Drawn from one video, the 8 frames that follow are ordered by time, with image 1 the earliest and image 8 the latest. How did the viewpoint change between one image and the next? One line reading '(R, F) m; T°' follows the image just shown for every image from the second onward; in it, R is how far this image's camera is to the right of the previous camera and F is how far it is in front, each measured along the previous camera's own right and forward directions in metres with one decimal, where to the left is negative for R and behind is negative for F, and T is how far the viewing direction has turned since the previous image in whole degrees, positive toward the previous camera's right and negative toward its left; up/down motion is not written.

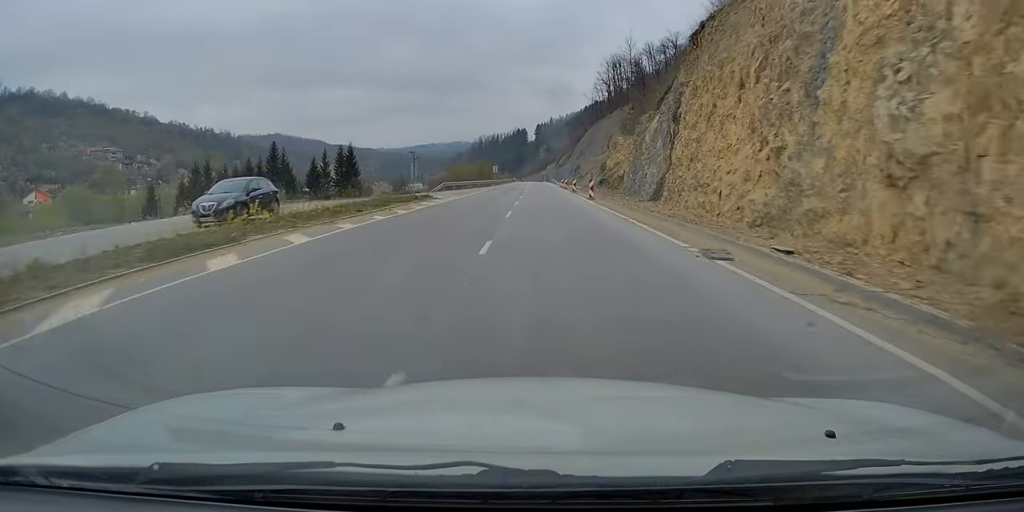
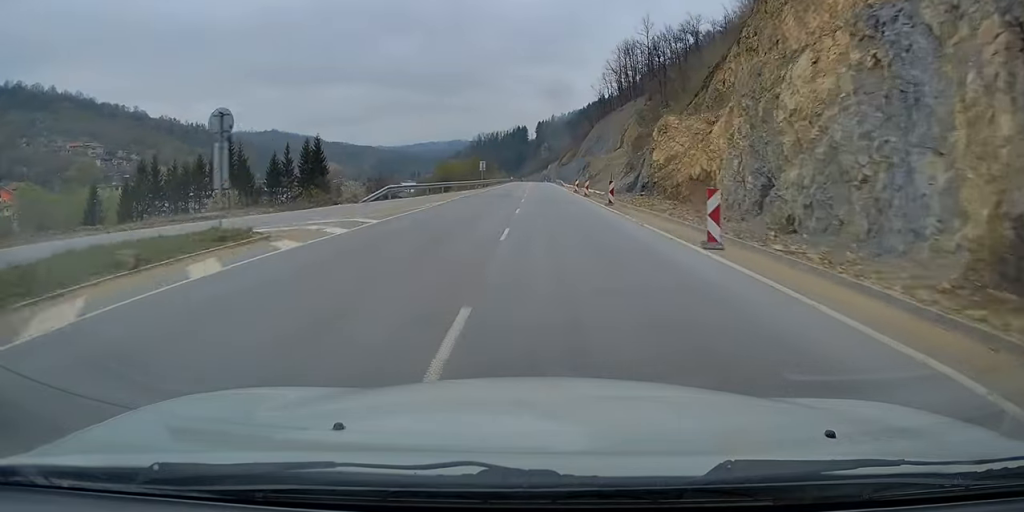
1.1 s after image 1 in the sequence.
(-0.3, +24.4) m; 0°
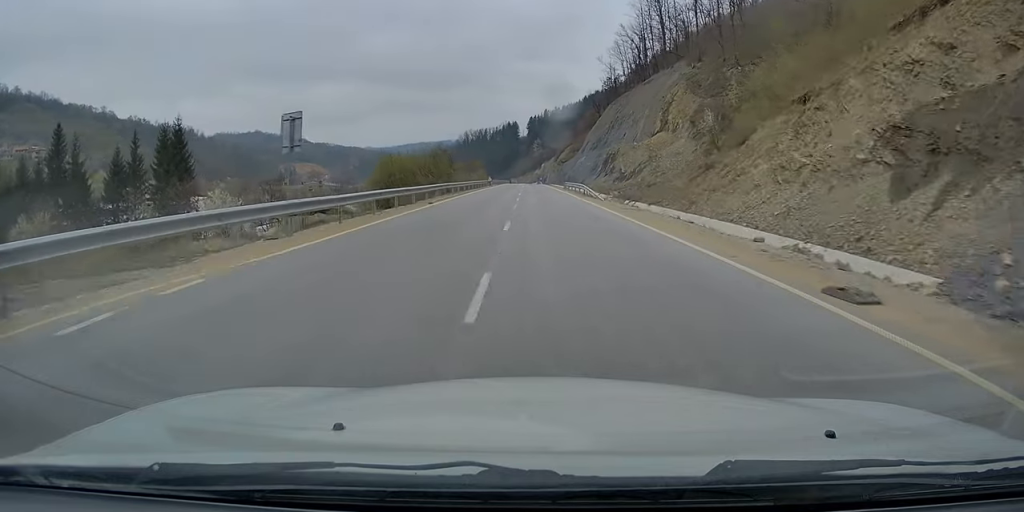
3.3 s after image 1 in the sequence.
(-0.1, +51.2) m; -1°
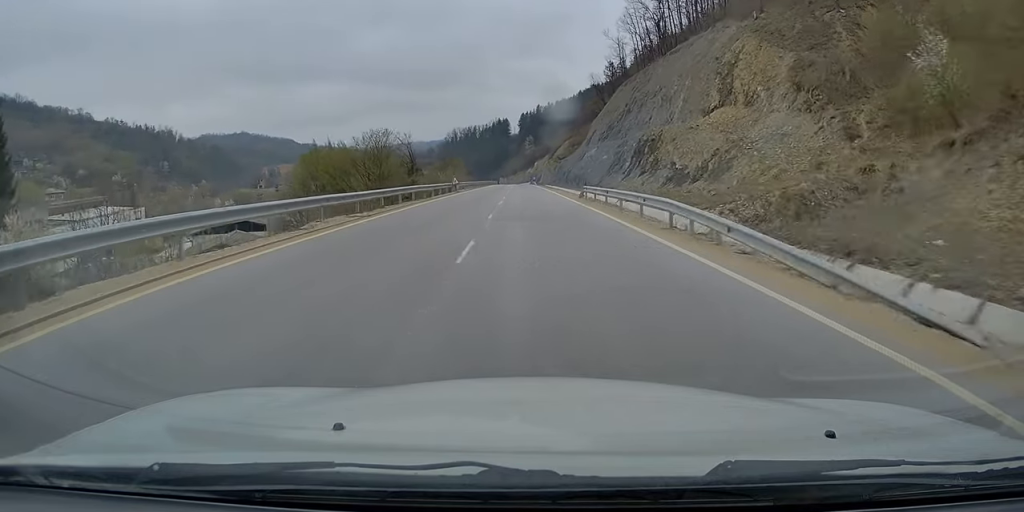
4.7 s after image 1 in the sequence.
(+0.1, +31.9) m; +1°
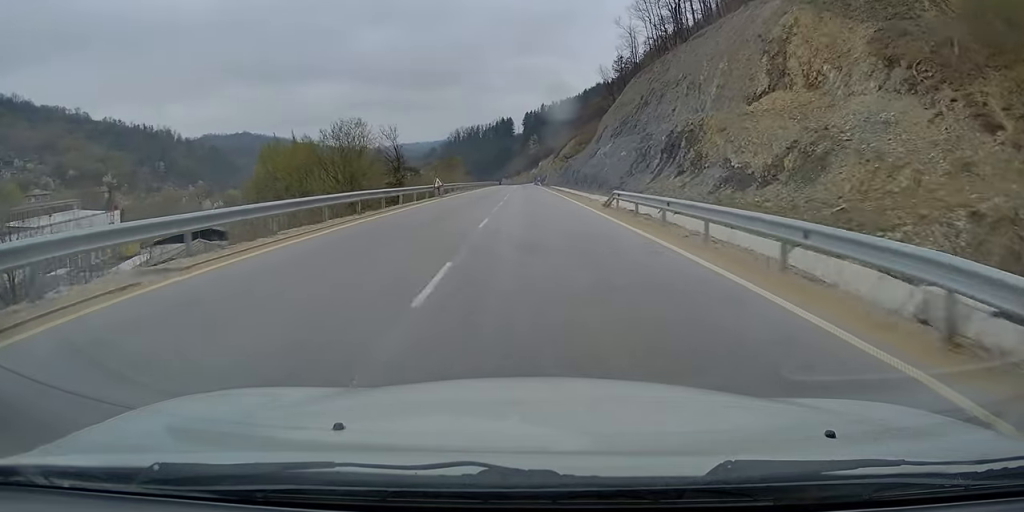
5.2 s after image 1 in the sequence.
(0.0, +11.7) m; 0°
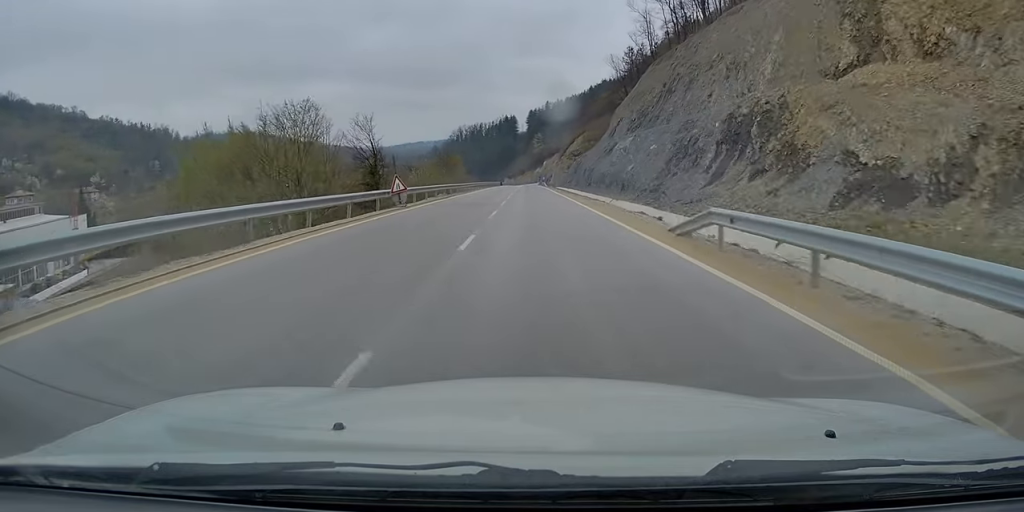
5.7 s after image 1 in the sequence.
(+0.1, +13.4) m; 0°
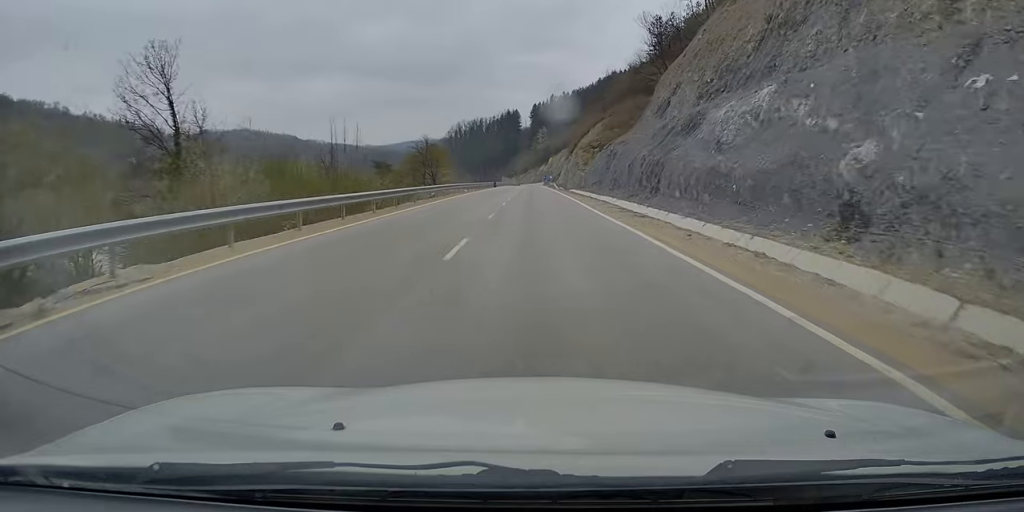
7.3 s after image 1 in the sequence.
(+0.1, +37.3) m; 0°
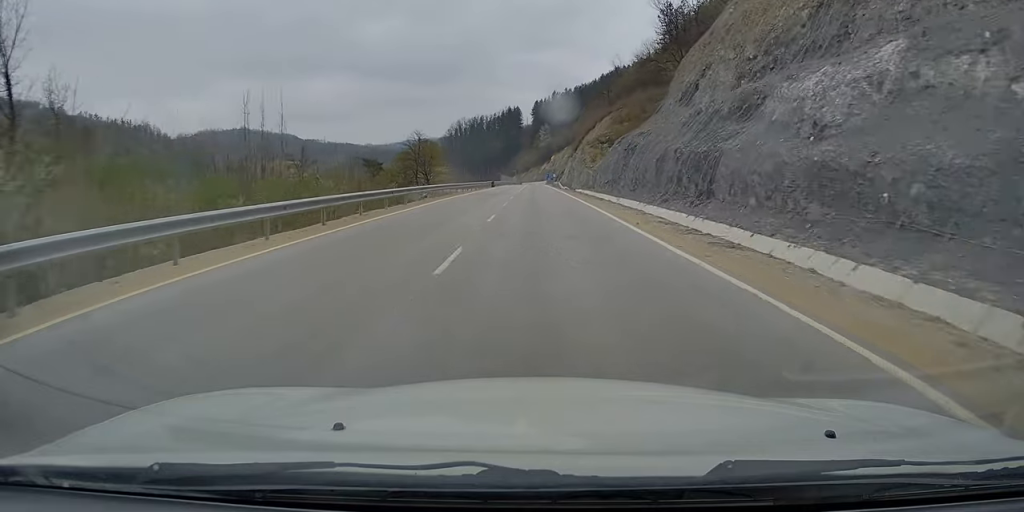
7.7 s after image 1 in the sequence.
(0.0, +10.4) m; 0°
